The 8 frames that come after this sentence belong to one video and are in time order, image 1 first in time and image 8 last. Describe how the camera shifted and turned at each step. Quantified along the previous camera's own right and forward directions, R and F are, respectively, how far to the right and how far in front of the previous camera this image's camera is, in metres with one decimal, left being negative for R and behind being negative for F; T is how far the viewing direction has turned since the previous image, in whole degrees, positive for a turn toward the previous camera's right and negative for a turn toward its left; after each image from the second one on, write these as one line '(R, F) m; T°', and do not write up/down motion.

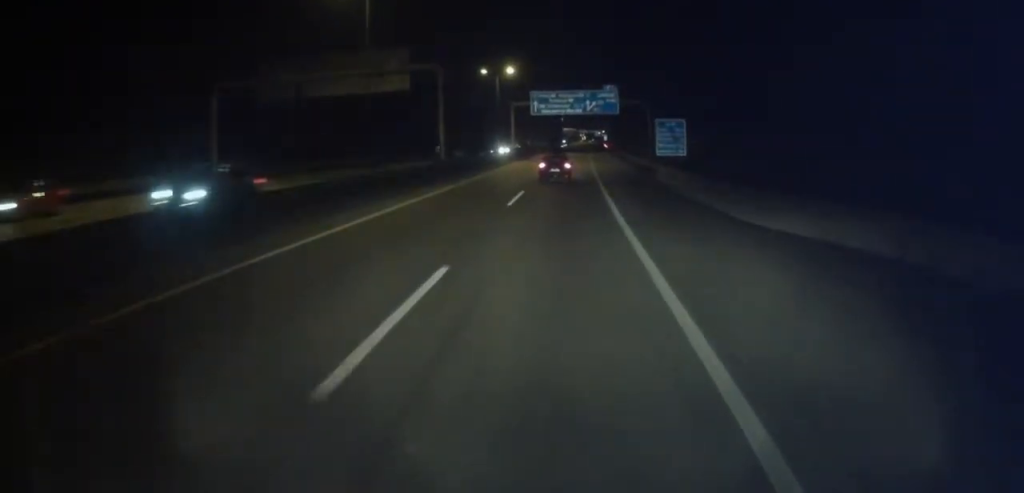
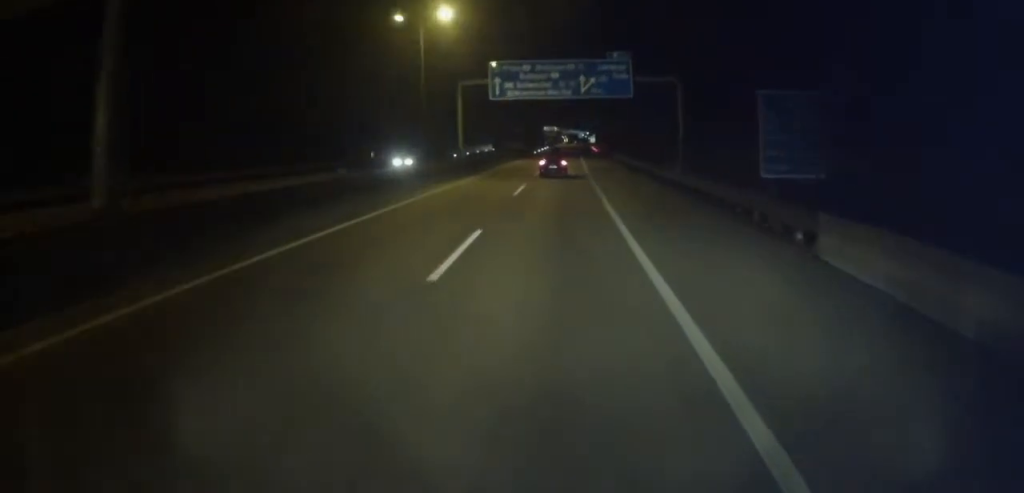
(+0.5, +35.7) m; +2°
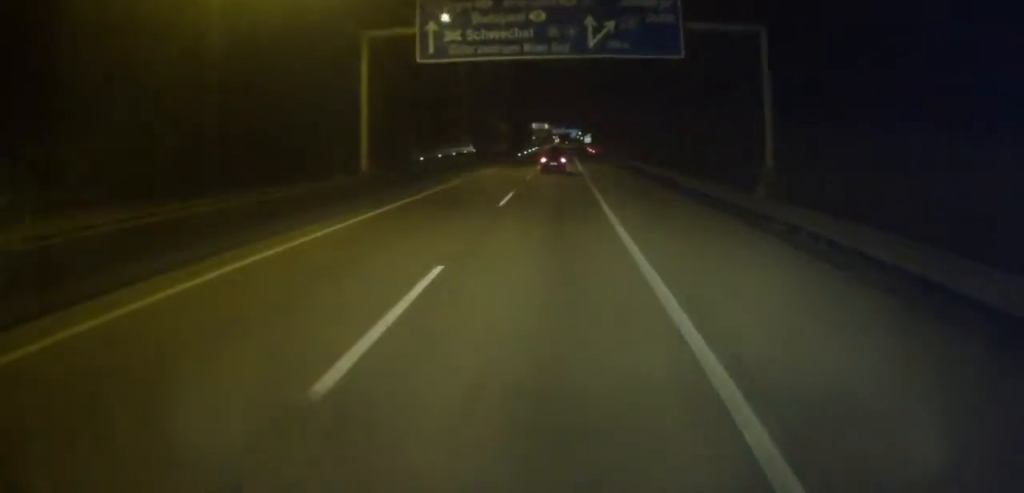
(+0.6, +25.2) m; +2°
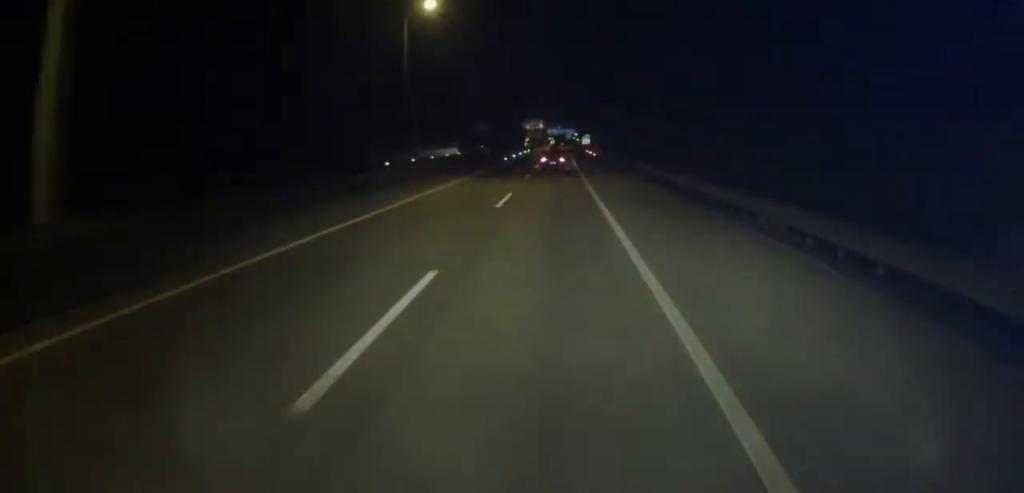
(+0.2, +19.4) m; 0°
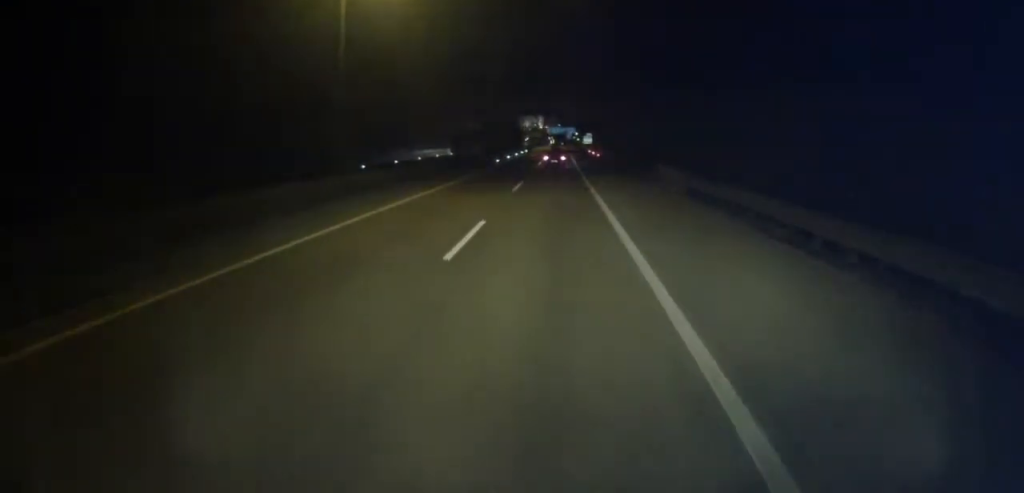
(0.0, +11.1) m; 0°
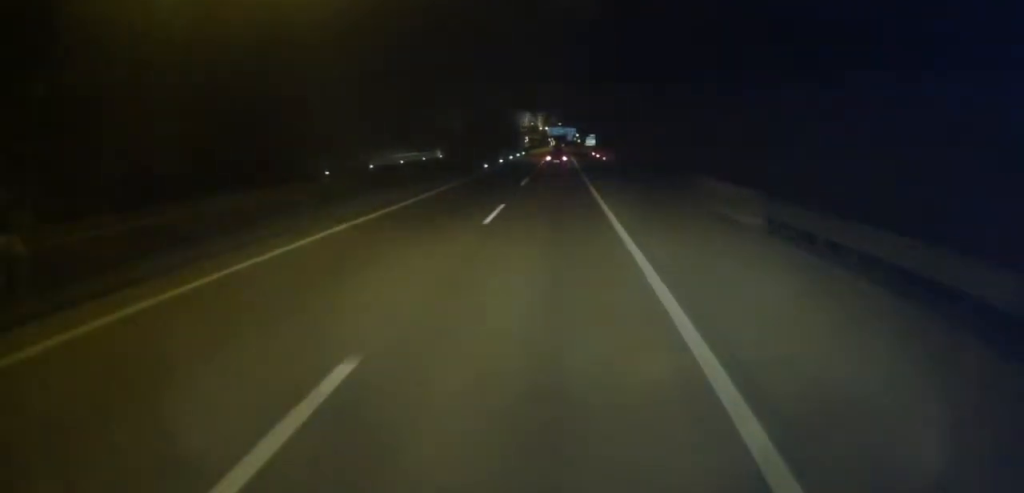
(0.0, +12.6) m; 0°
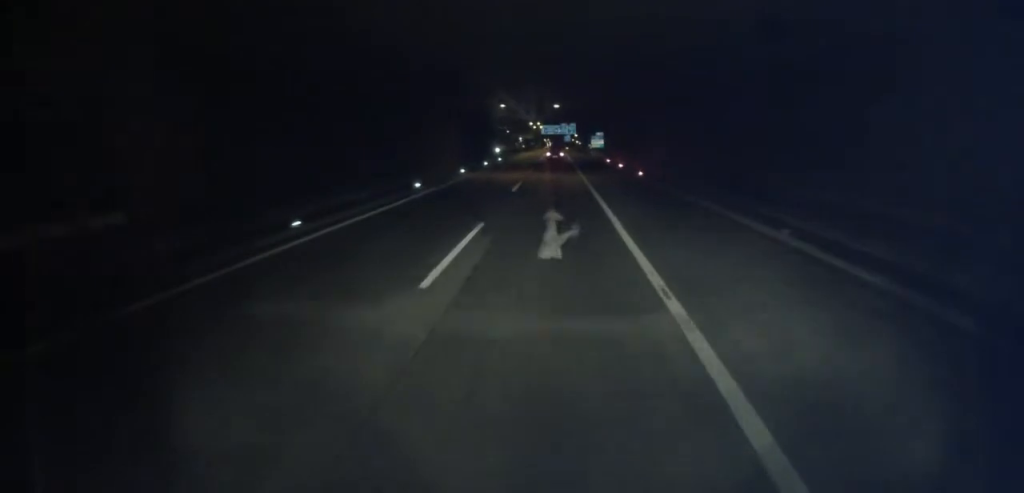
(+0.2, +43.6) m; 0°
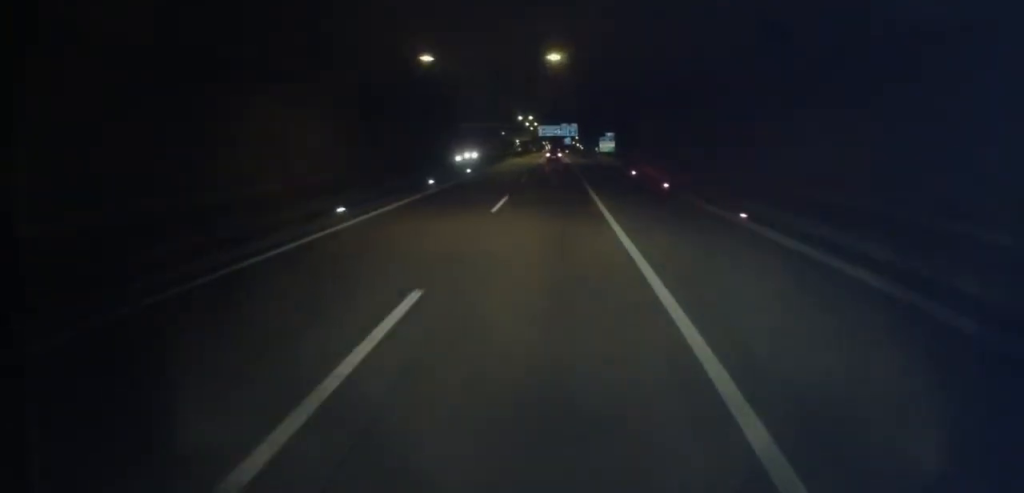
(-0.5, +26.6) m; 0°
